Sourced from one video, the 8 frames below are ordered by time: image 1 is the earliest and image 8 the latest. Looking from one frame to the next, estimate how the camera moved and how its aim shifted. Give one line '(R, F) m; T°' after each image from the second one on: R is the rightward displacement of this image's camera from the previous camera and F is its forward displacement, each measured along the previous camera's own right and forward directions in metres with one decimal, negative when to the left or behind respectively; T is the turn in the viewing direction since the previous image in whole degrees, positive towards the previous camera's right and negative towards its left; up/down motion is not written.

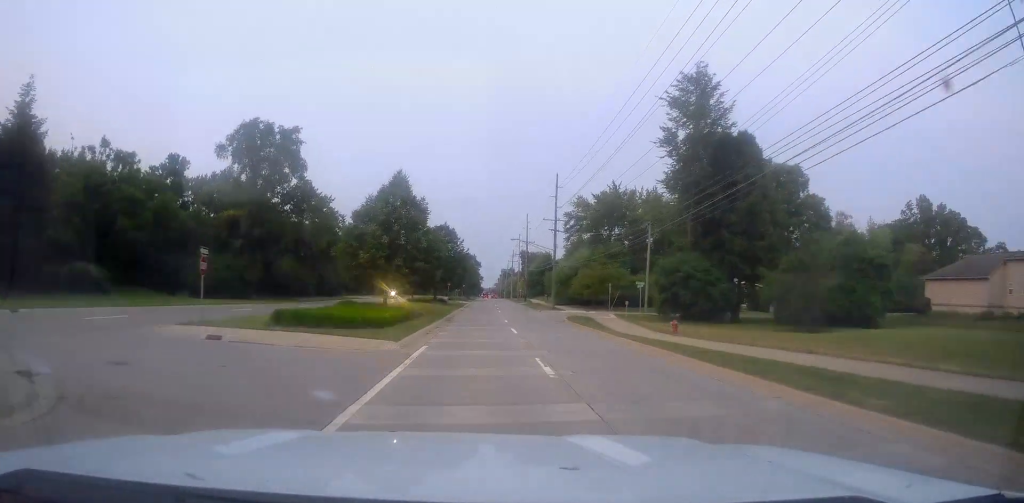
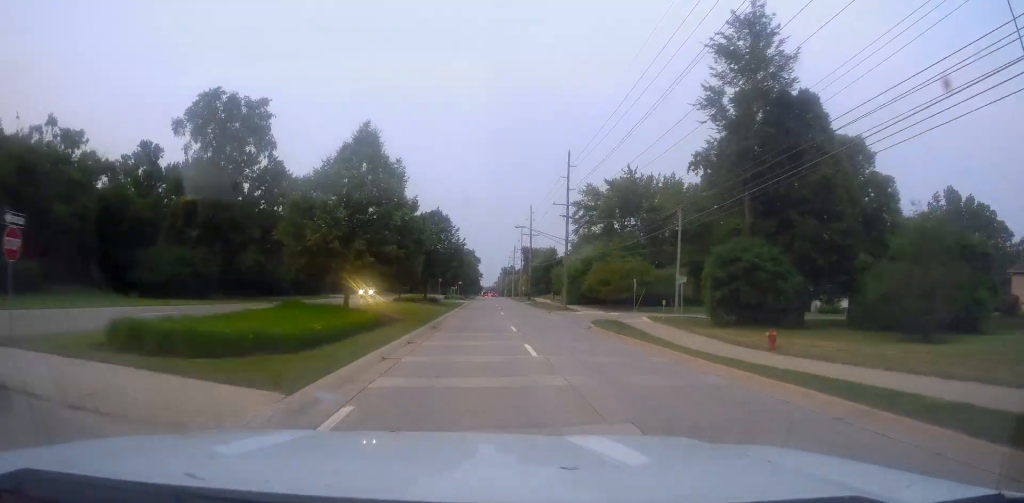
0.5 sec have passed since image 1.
(-0.1, +10.9) m; -1°
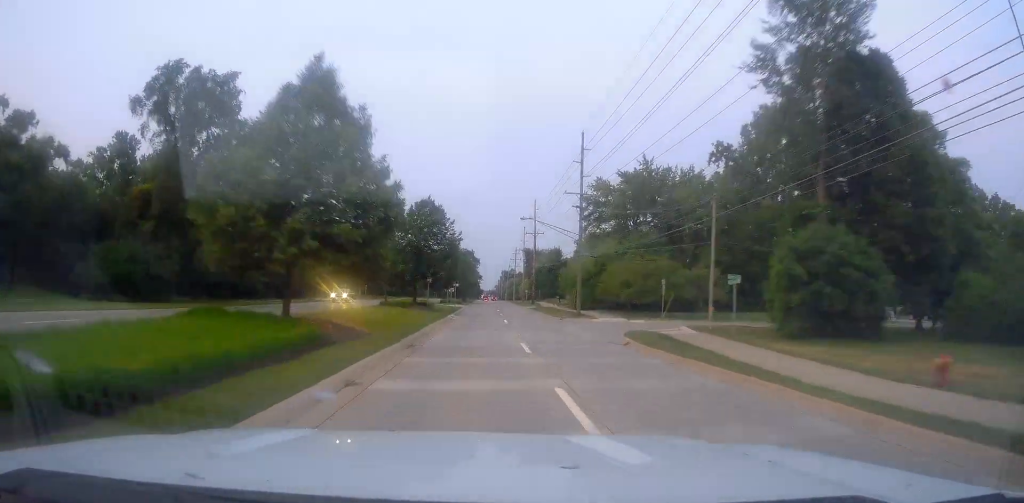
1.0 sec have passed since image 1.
(0.0, +8.8) m; -1°
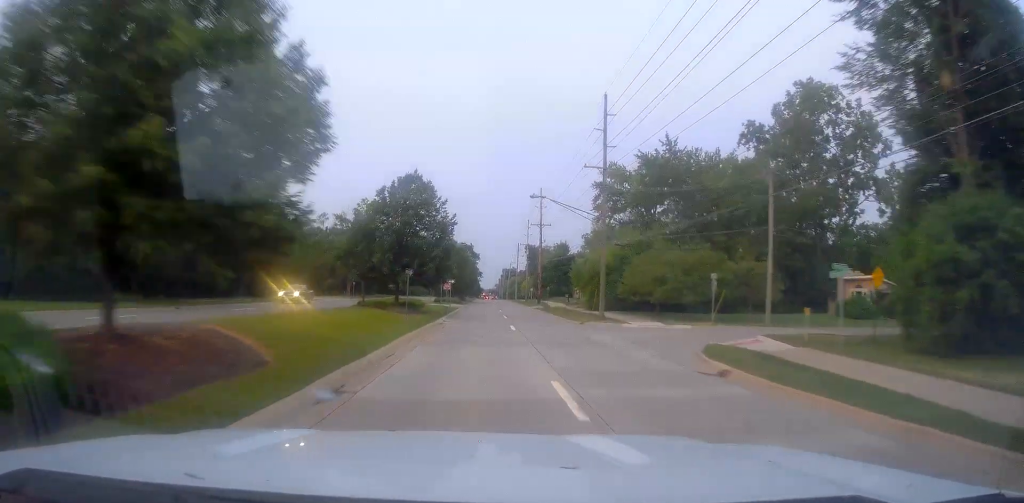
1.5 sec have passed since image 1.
(-0.2, +10.2) m; 0°
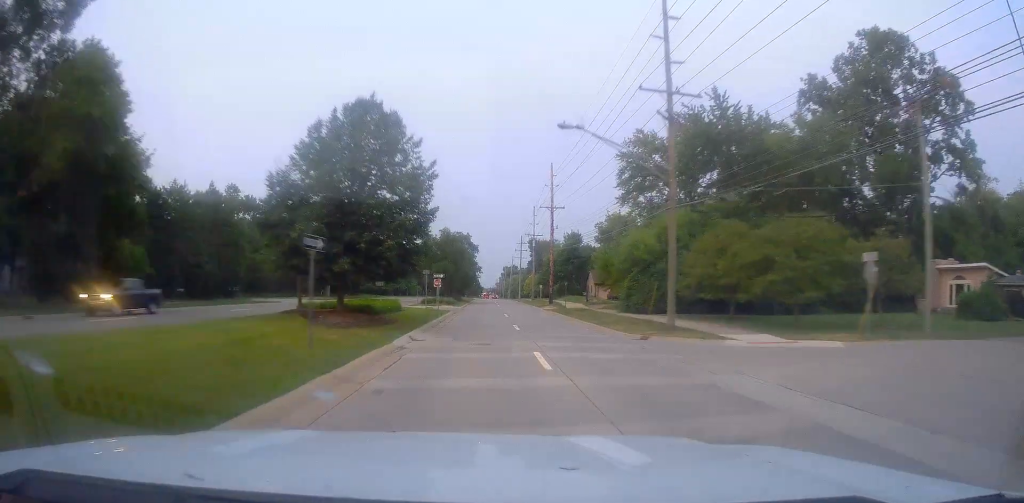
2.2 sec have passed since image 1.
(-0.2, +15.6) m; +1°
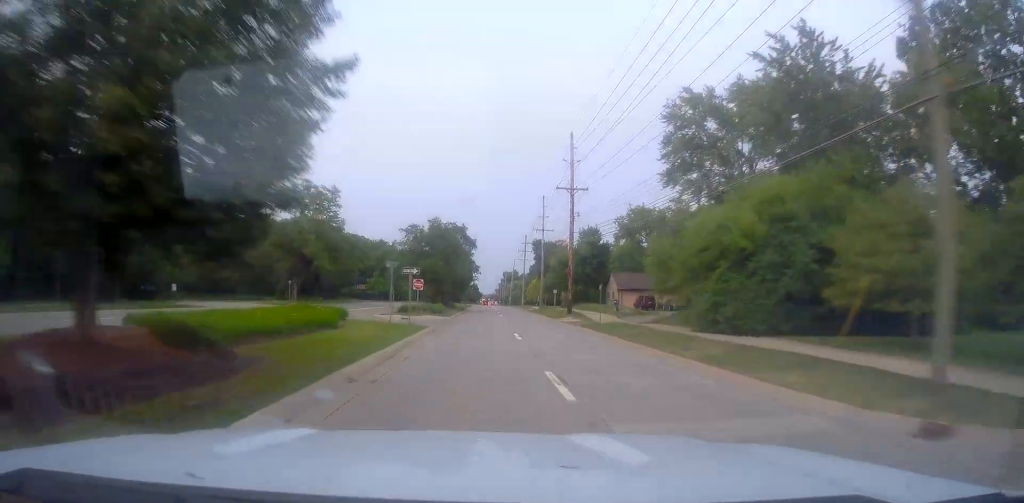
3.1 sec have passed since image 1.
(+0.7, +16.9) m; 0°
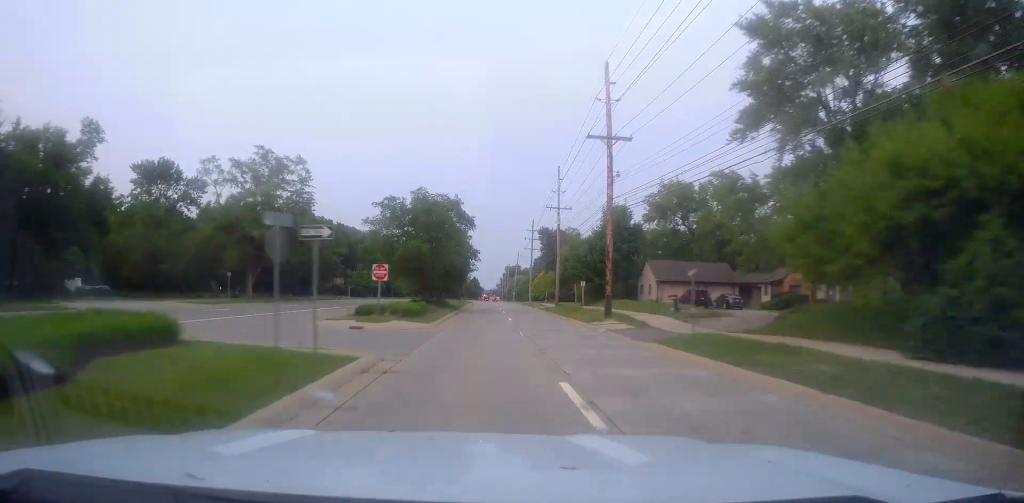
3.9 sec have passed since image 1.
(-0.6, +16.8) m; 0°
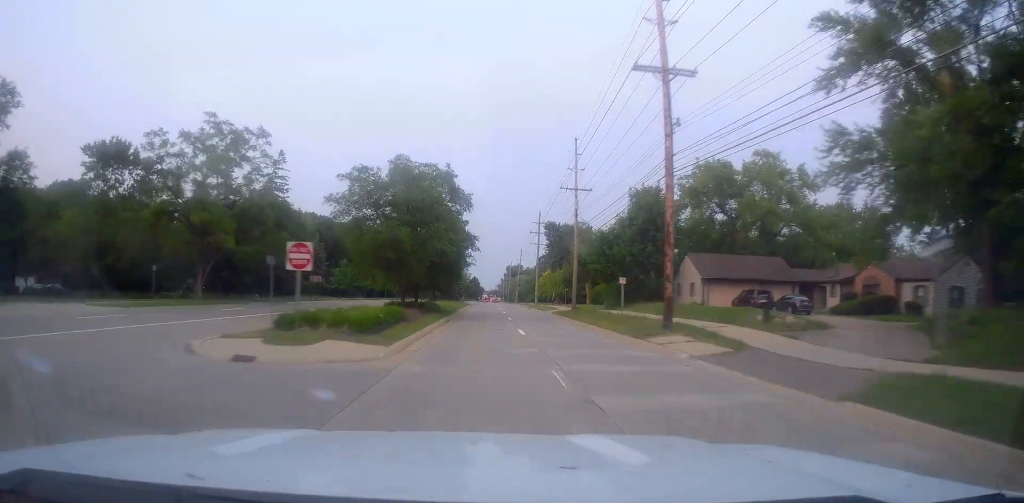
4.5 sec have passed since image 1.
(+0.2, +12.7) m; 0°
